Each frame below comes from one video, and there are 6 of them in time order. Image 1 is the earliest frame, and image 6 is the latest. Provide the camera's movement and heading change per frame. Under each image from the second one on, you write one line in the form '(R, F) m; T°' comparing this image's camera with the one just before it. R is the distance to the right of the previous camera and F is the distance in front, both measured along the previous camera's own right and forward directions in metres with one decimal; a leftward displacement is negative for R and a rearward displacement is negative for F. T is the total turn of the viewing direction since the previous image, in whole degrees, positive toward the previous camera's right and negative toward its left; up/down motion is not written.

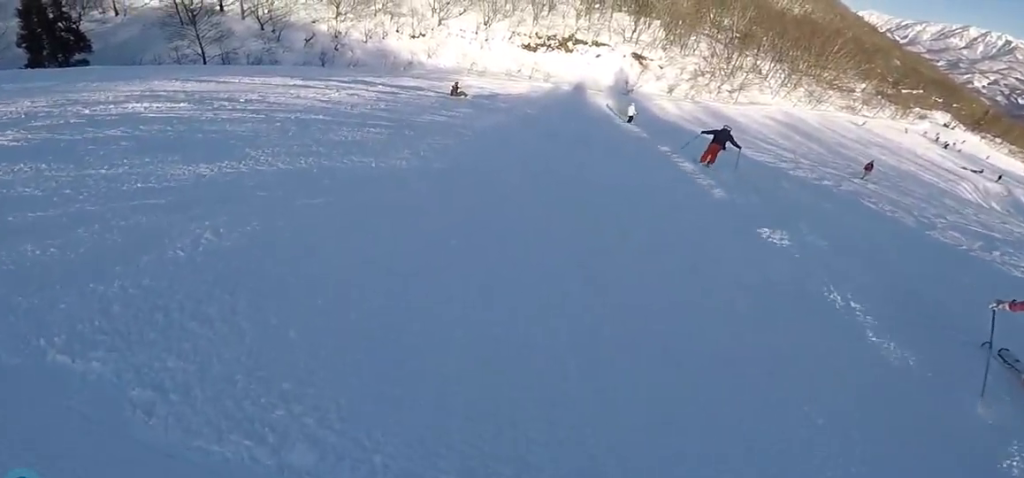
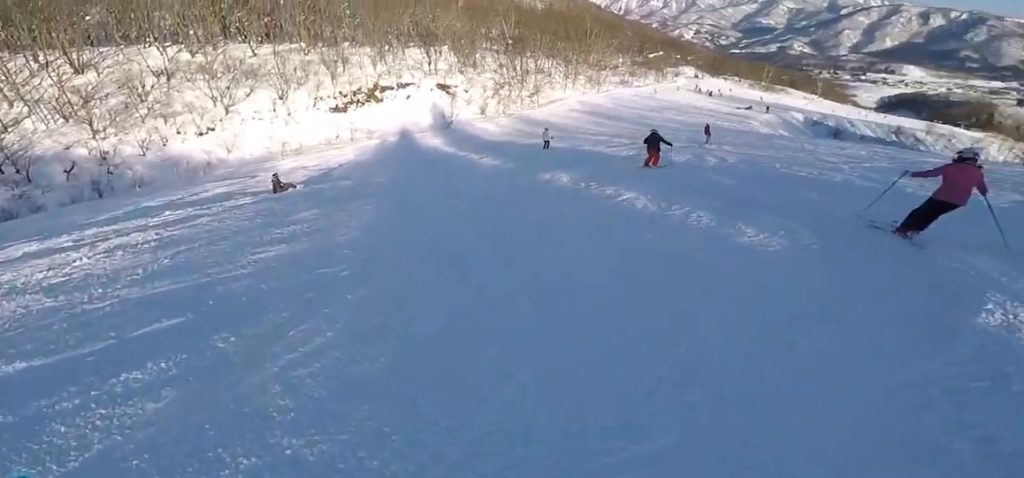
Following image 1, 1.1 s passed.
(+2.4, +3.6) m; +25°
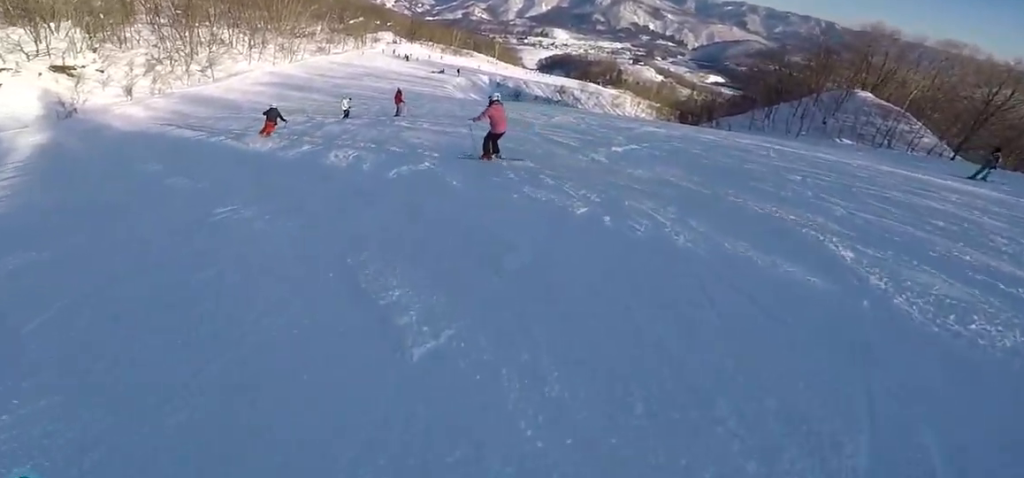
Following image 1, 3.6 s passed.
(-2.2, +12.1) m; +2°
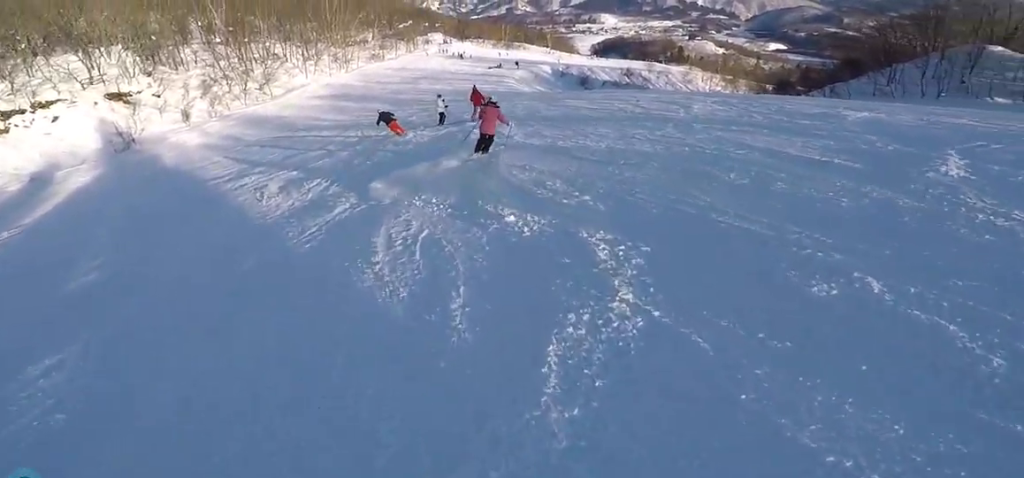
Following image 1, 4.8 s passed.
(+0.4, +5.6) m; -9°
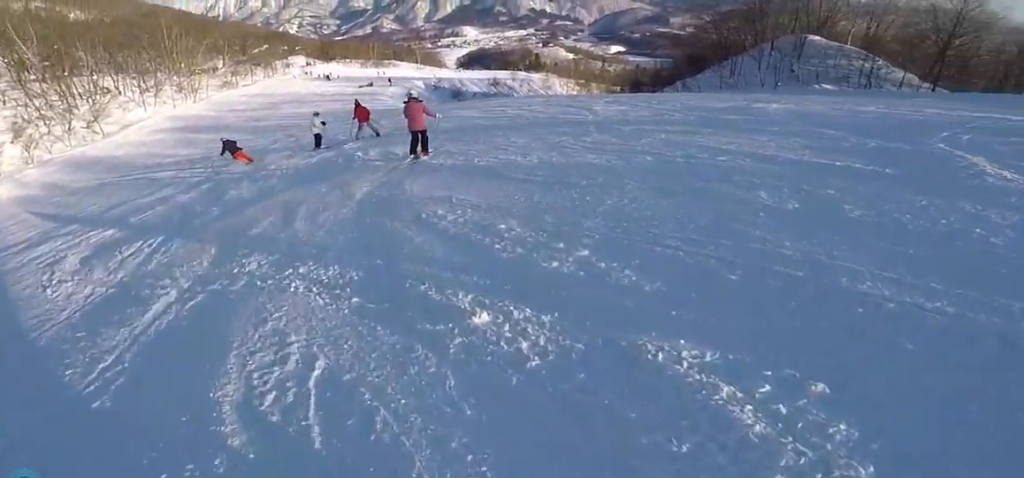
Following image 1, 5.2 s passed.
(-0.3, +2.2) m; -9°
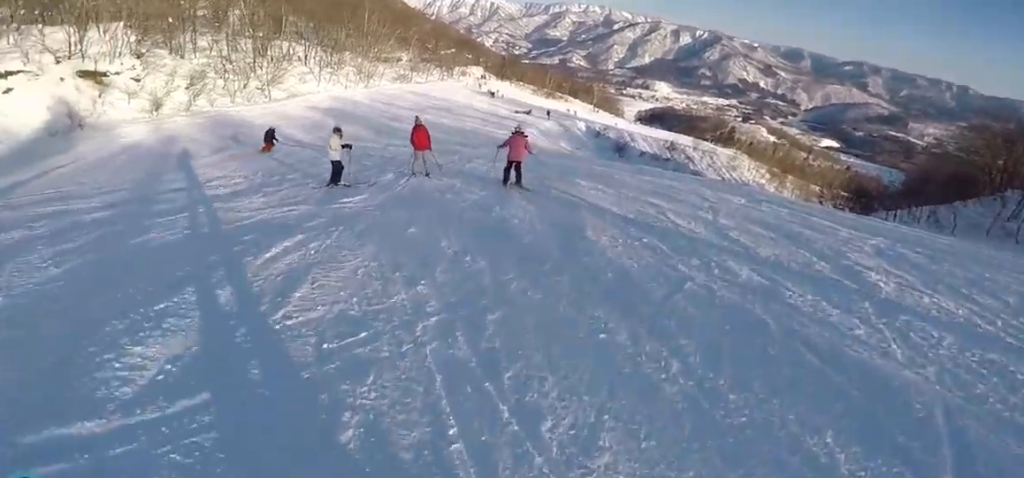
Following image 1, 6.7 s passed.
(-1.5, +7.9) m; -10°
